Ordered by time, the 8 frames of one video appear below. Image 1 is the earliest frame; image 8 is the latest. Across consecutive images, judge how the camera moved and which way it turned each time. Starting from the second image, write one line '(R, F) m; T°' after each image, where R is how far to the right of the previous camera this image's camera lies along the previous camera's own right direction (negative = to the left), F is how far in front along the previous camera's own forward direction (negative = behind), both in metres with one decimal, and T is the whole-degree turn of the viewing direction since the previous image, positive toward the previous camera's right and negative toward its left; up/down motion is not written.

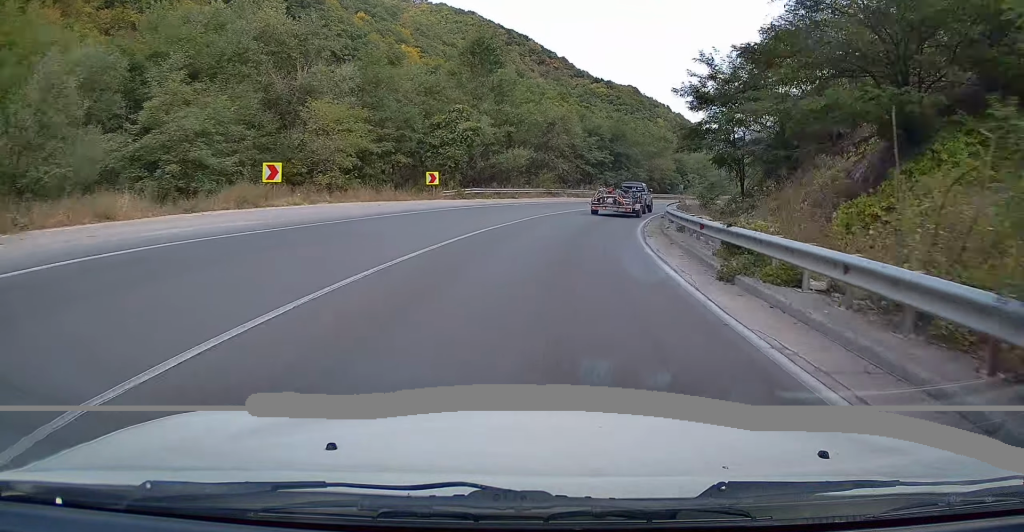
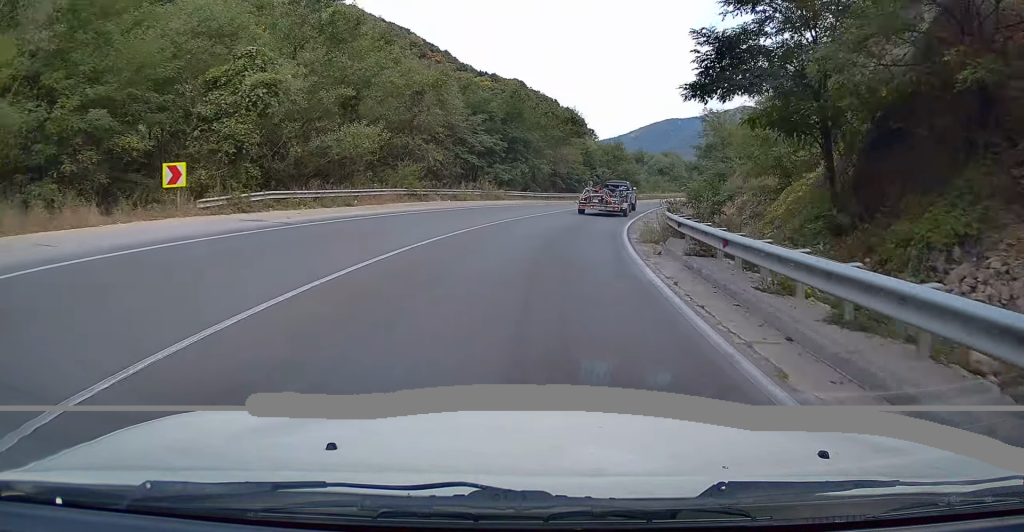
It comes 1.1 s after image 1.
(+1.6, +19.5) m; +10°
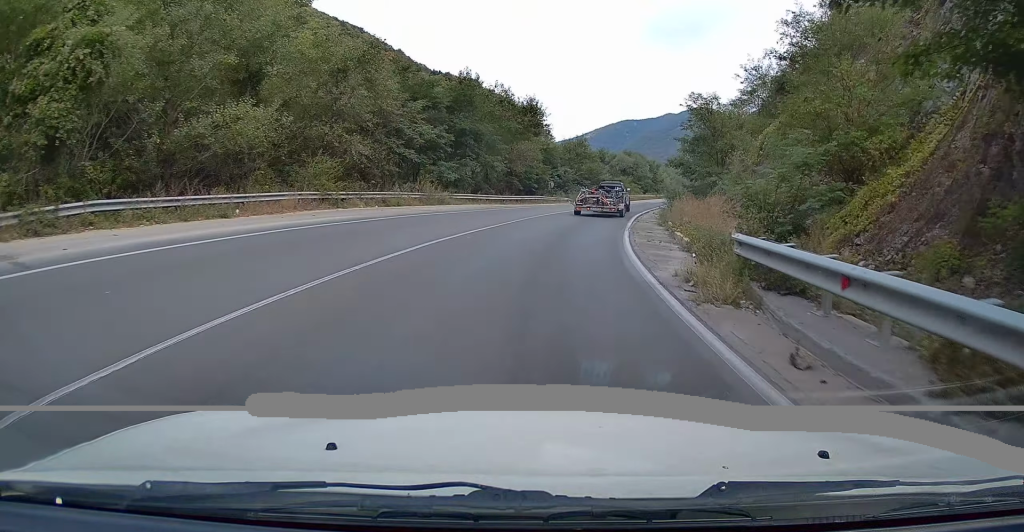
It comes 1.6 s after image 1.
(+0.2, +8.5) m; +5°
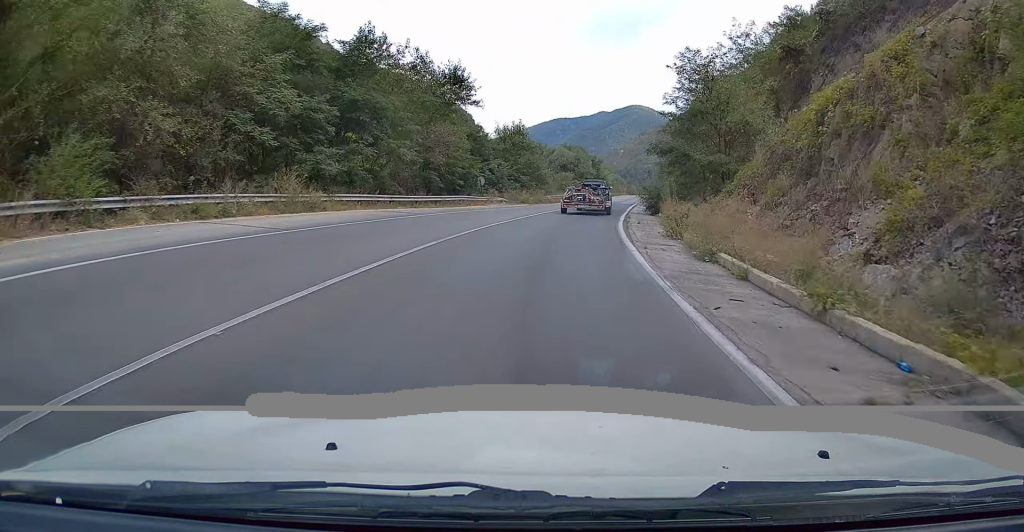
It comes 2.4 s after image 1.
(+0.7, +13.0) m; +8°
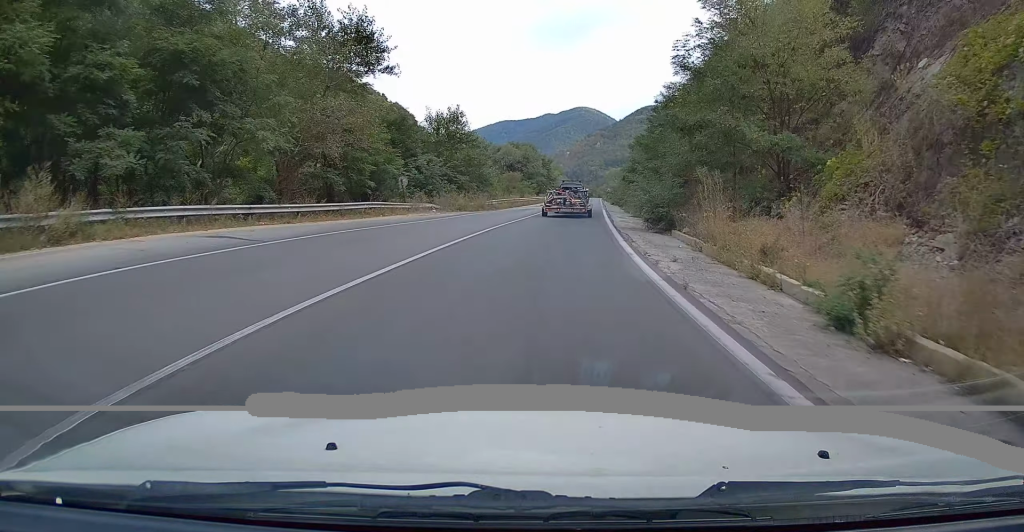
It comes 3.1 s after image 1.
(+1.0, +12.1) m; +6°
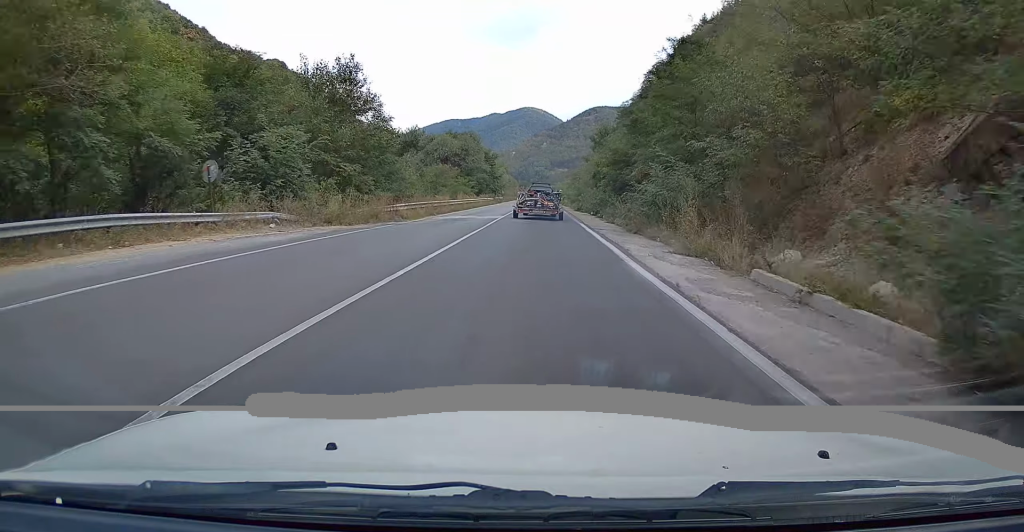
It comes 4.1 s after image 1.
(+1.2, +18.0) m; +6°
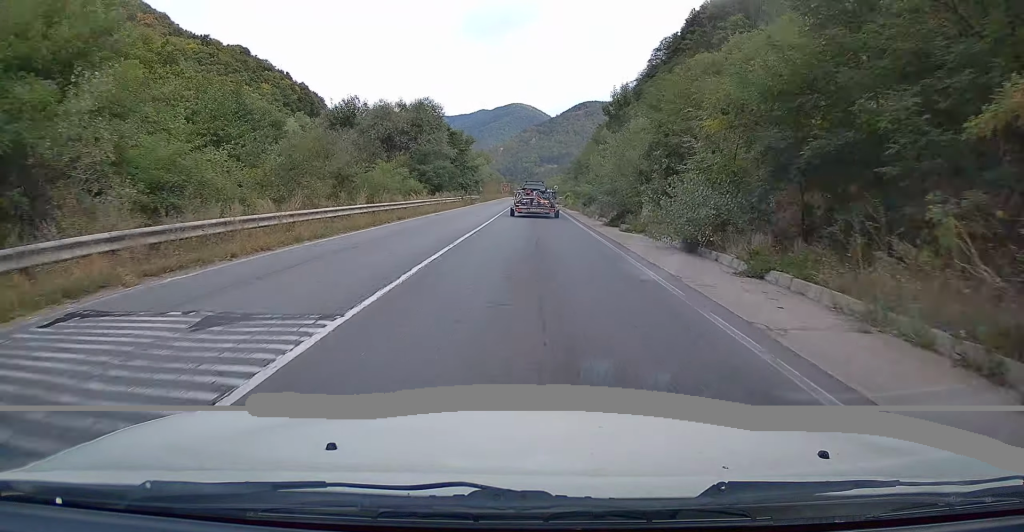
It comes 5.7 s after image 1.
(+1.3, +27.0) m; +4°
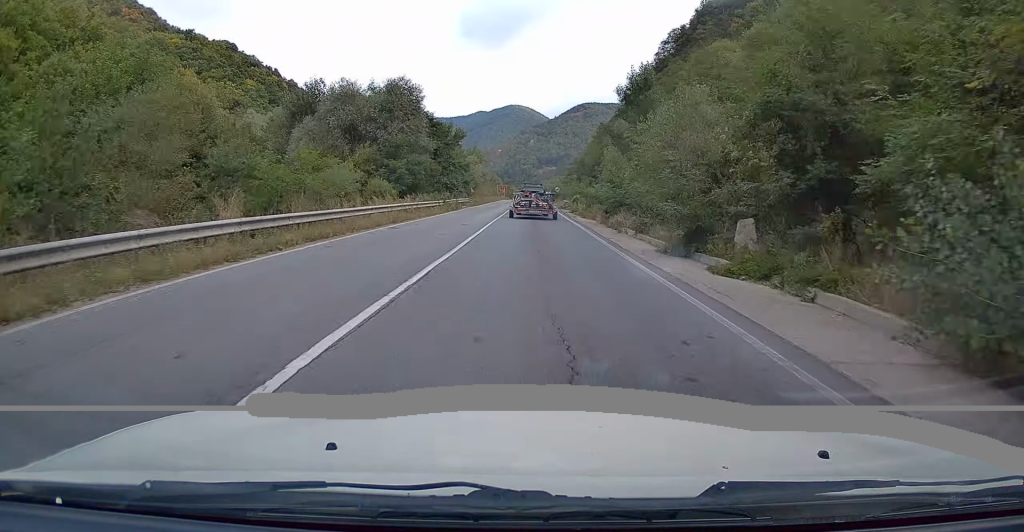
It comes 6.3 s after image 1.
(+0.2, +11.3) m; +1°
